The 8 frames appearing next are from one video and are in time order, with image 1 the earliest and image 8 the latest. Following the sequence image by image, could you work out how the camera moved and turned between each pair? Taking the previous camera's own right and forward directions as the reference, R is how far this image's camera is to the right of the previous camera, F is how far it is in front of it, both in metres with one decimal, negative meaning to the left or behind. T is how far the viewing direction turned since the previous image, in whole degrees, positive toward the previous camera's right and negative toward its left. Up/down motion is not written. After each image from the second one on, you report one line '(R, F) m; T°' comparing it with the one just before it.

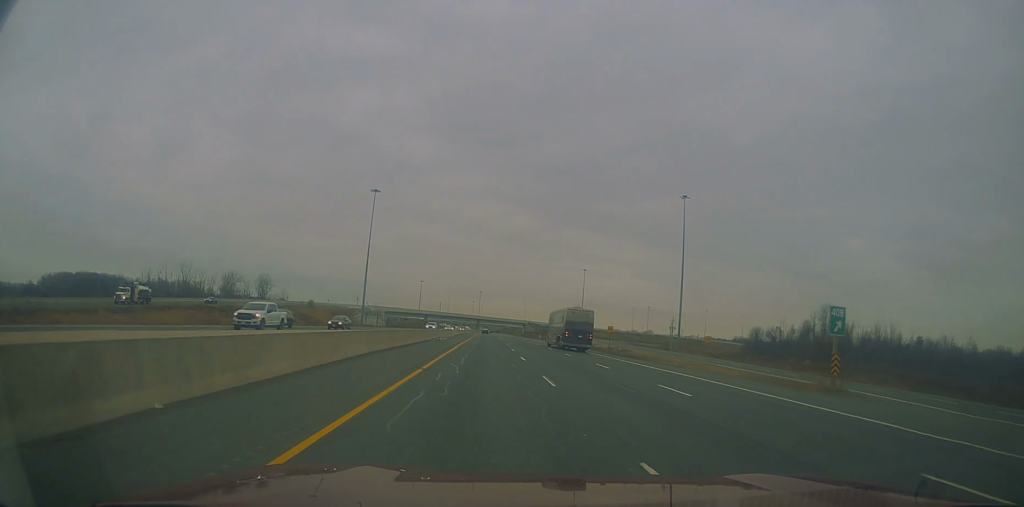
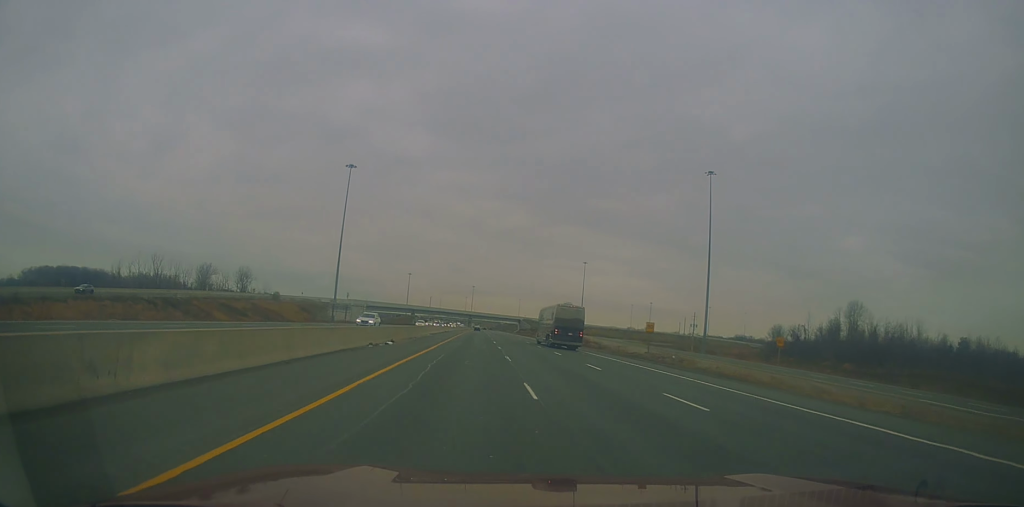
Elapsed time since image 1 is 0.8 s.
(-0.4, +26.5) m; 0°
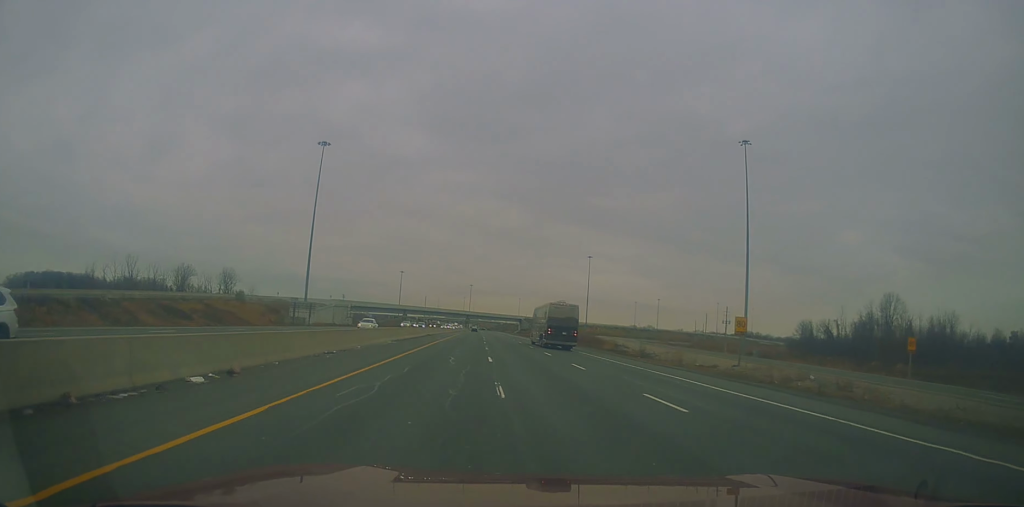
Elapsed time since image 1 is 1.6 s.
(+0.3, +24.4) m; +1°
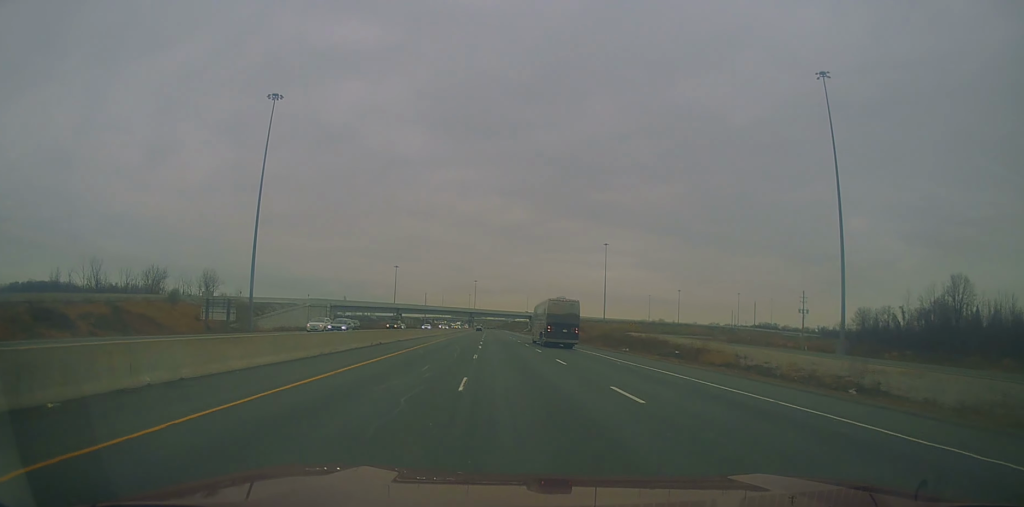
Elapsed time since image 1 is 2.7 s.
(+0.2, +35.0) m; 0°
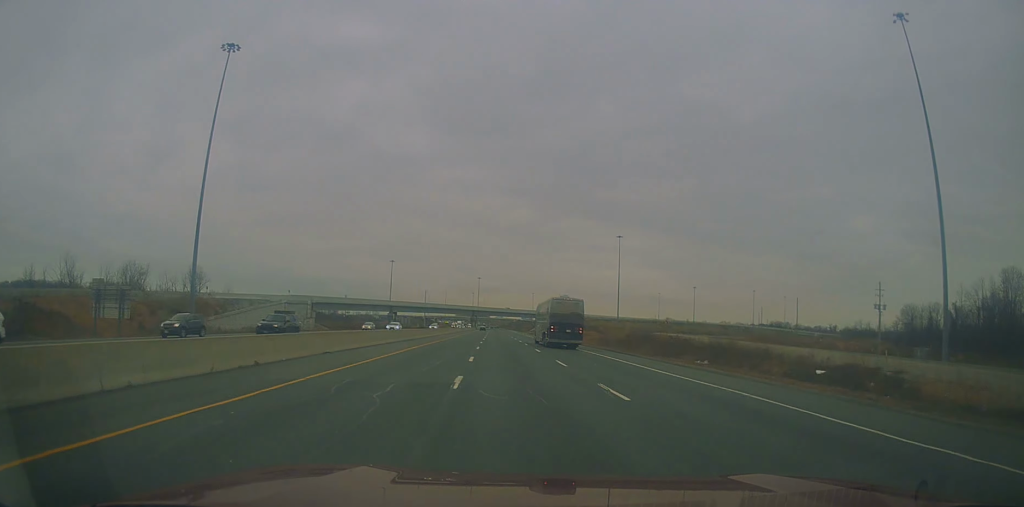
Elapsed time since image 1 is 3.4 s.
(0.0, +23.2) m; -1°
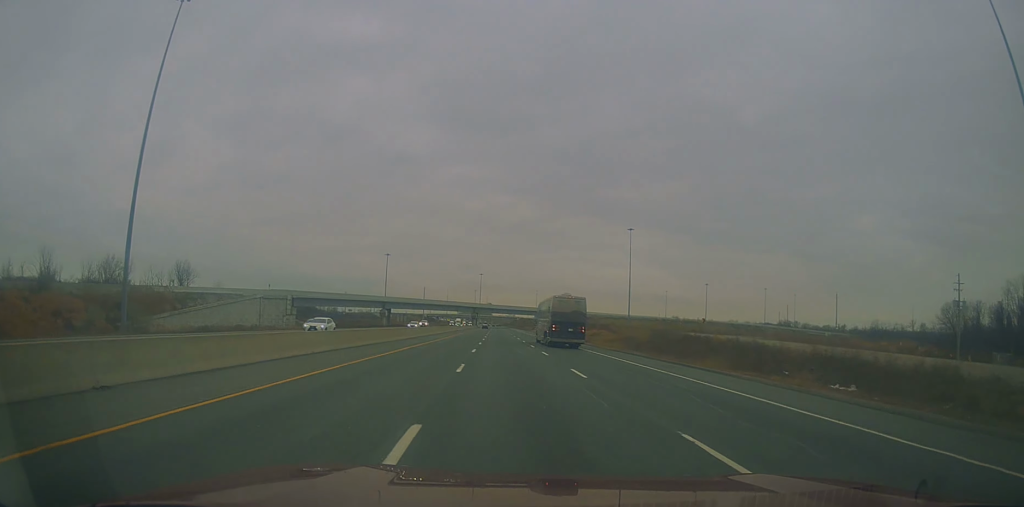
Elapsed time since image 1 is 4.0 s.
(+0.1, +17.9) m; -1°
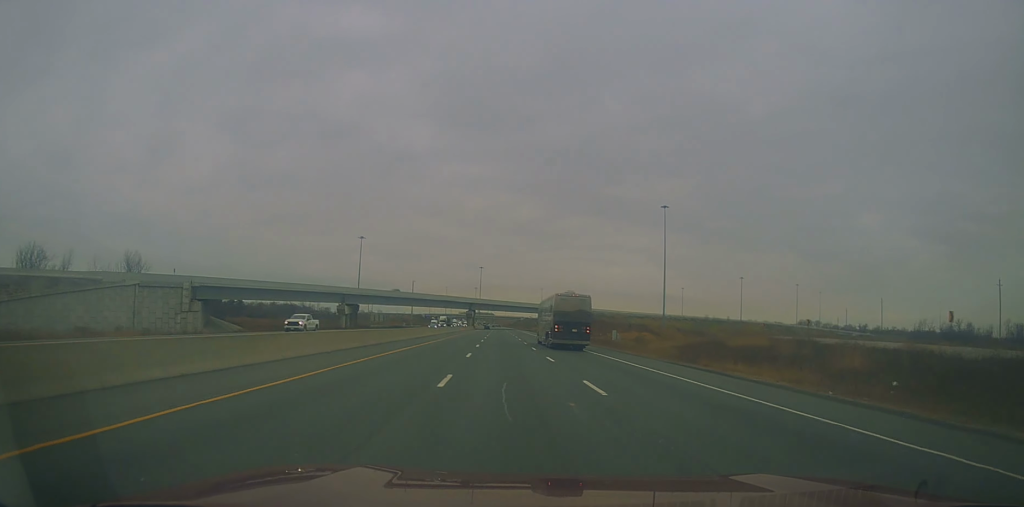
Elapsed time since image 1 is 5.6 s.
(-0.2, +51.4) m; +1°
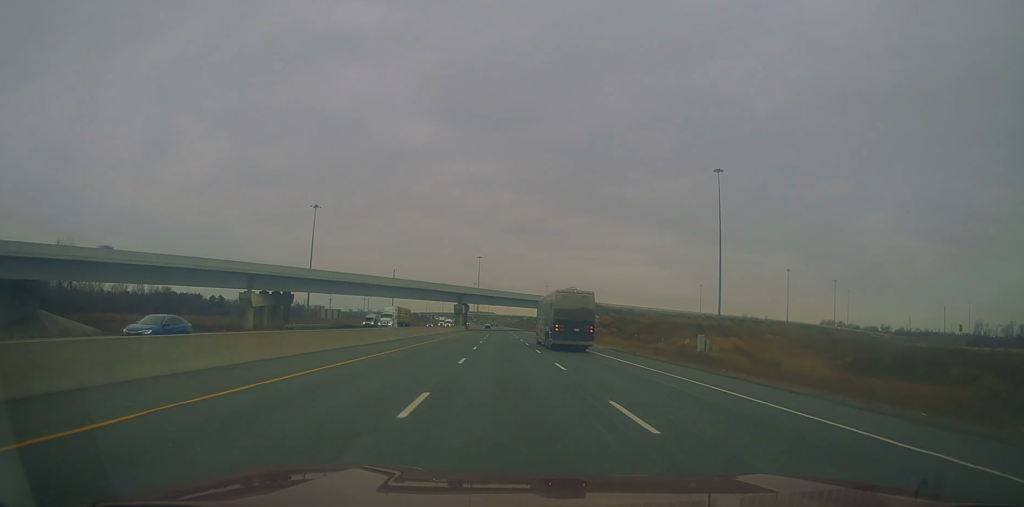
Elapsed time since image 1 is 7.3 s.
(-0.1, +52.7) m; -1°
